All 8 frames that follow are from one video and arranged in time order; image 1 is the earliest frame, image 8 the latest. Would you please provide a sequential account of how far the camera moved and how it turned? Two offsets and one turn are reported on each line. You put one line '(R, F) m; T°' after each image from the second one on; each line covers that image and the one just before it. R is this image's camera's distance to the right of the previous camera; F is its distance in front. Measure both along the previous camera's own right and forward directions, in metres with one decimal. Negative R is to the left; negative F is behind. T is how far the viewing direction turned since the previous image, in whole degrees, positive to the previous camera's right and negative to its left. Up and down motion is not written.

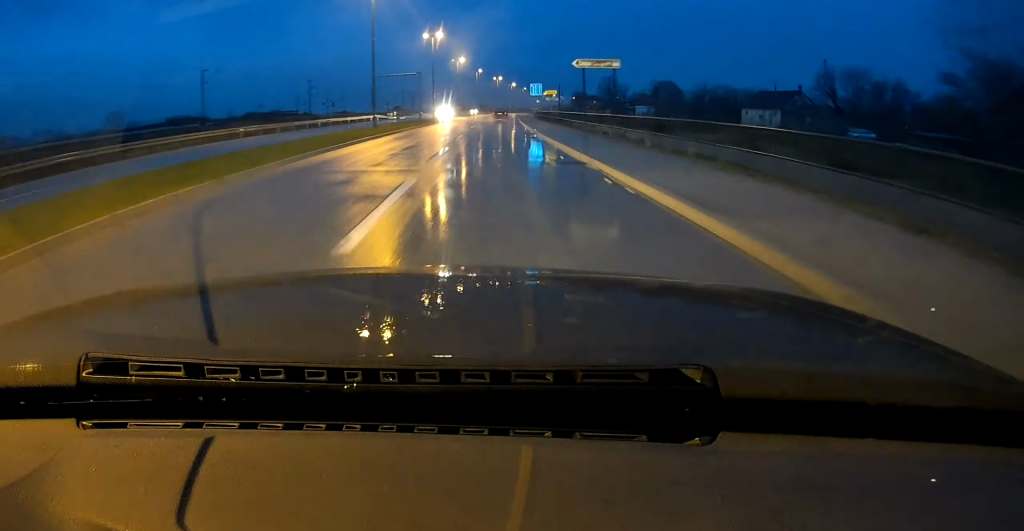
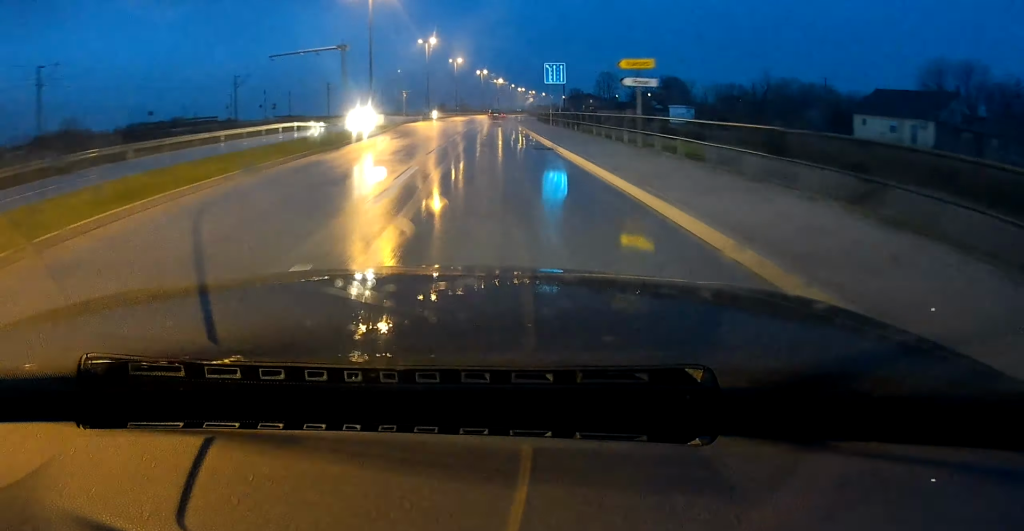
(+0.7, +34.0) m; +2°
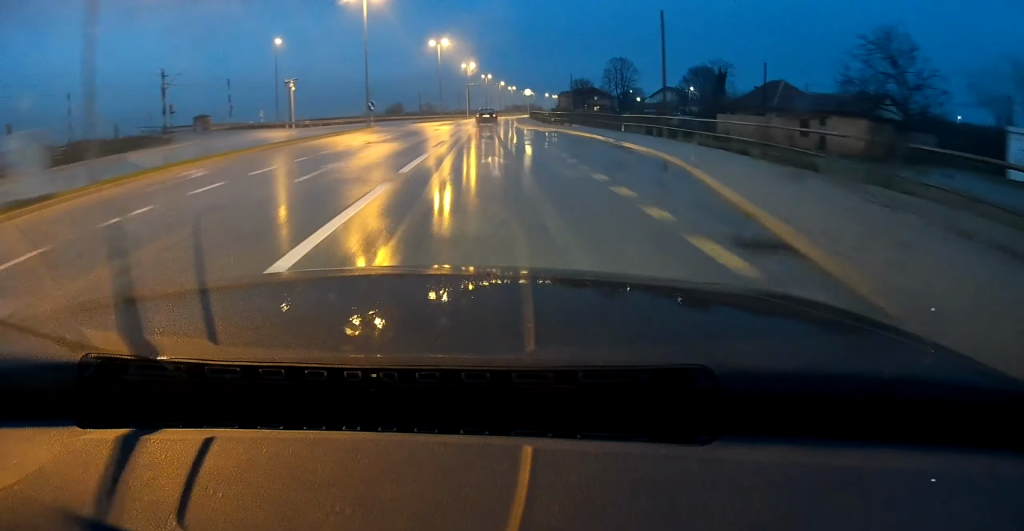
(+1.7, +70.2) m; +3°
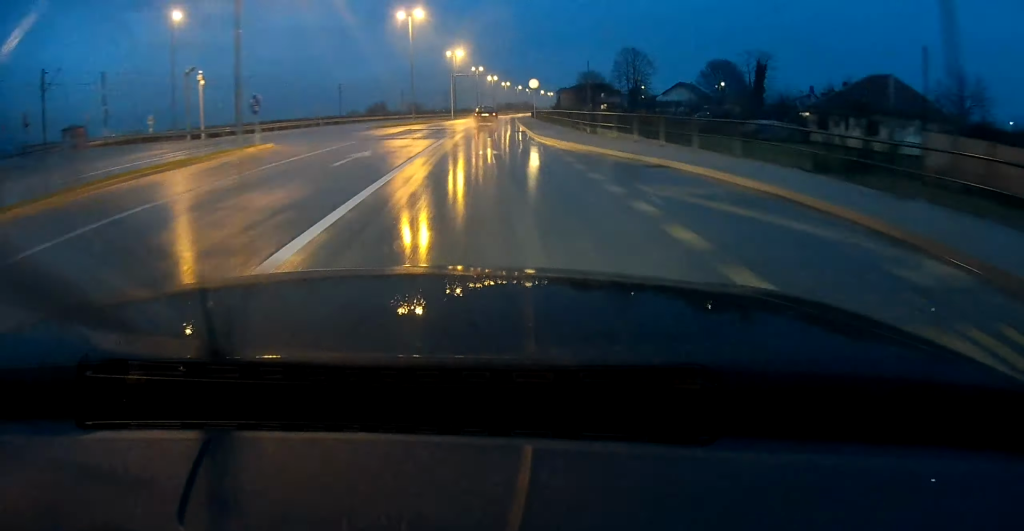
(+0.1, +24.3) m; +1°
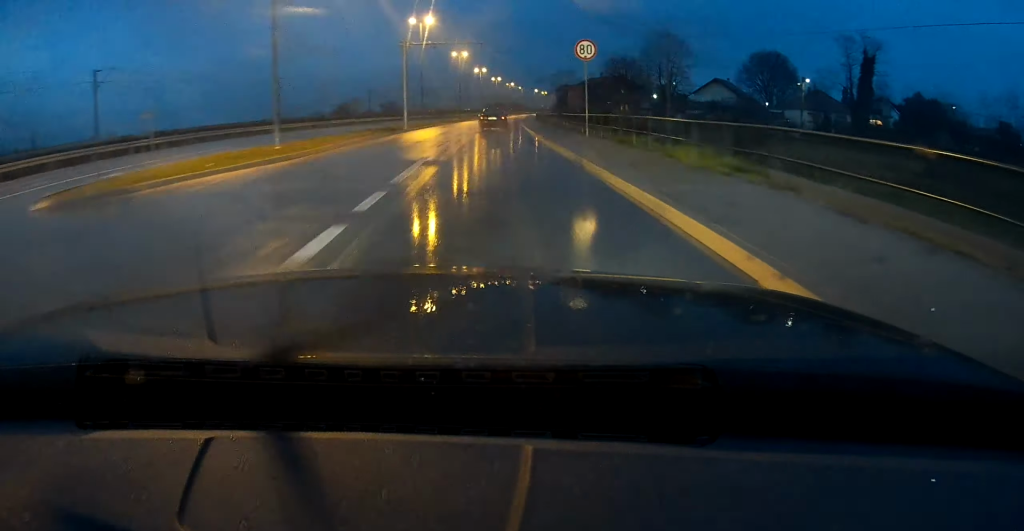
(+0.5, +37.8) m; +1°
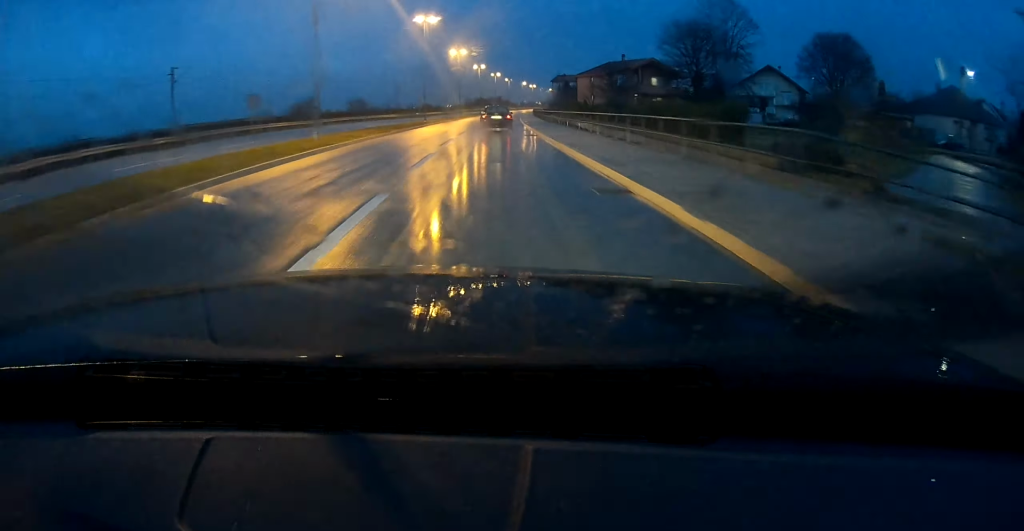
(+0.2, +35.8) m; +1°
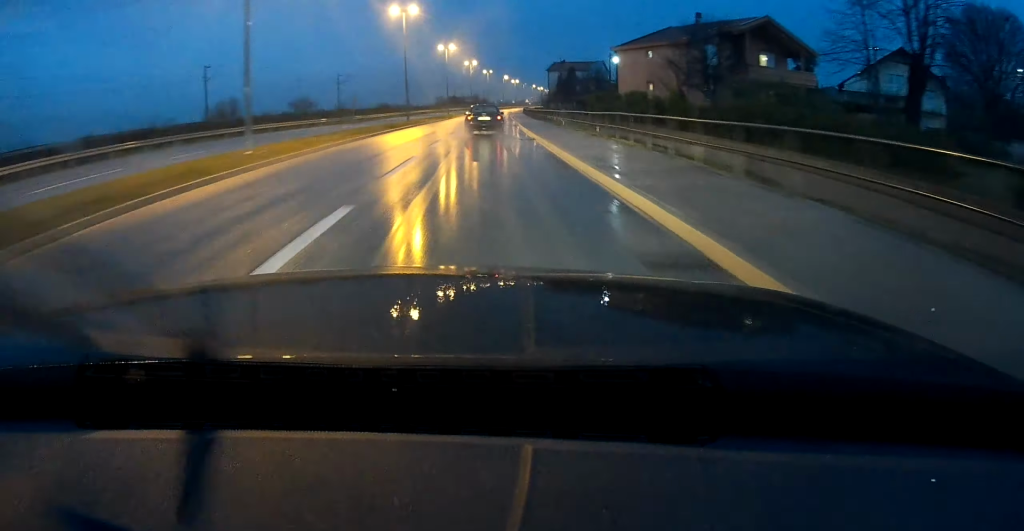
(+1.0, +44.0) m; +2°
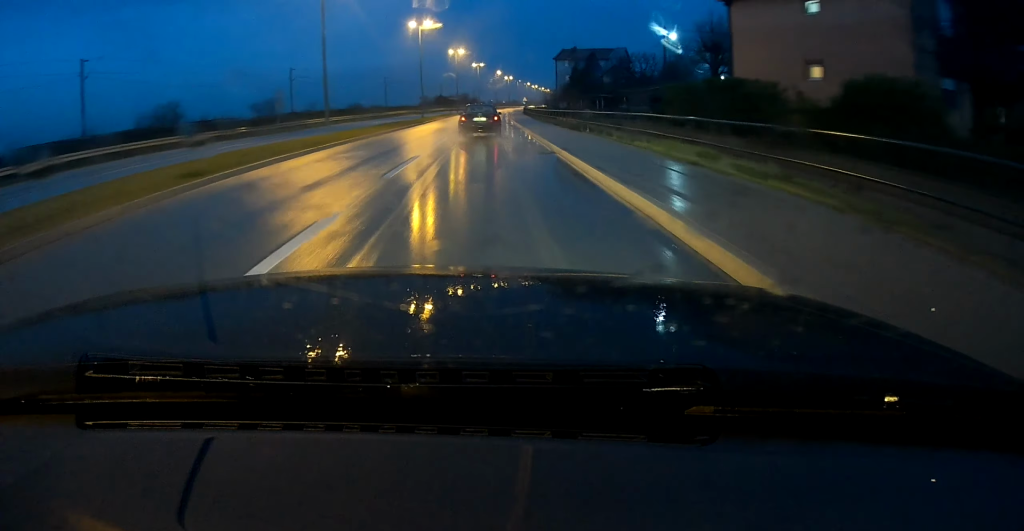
(+0.2, +27.3) m; +1°
